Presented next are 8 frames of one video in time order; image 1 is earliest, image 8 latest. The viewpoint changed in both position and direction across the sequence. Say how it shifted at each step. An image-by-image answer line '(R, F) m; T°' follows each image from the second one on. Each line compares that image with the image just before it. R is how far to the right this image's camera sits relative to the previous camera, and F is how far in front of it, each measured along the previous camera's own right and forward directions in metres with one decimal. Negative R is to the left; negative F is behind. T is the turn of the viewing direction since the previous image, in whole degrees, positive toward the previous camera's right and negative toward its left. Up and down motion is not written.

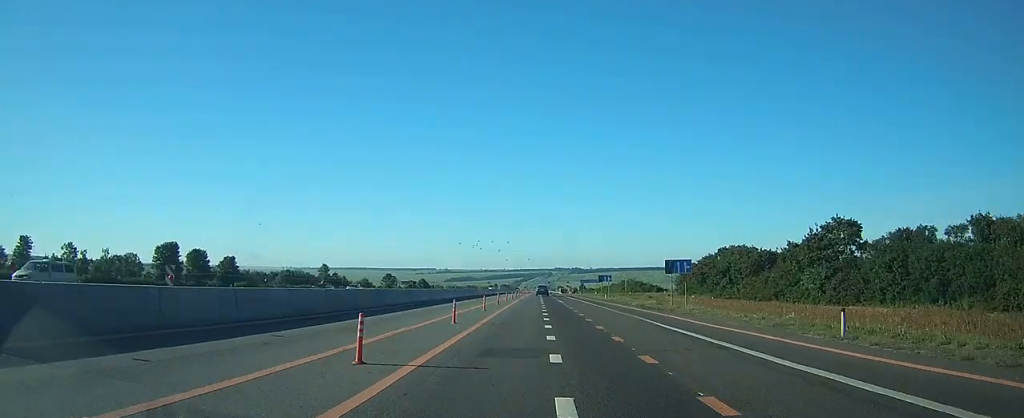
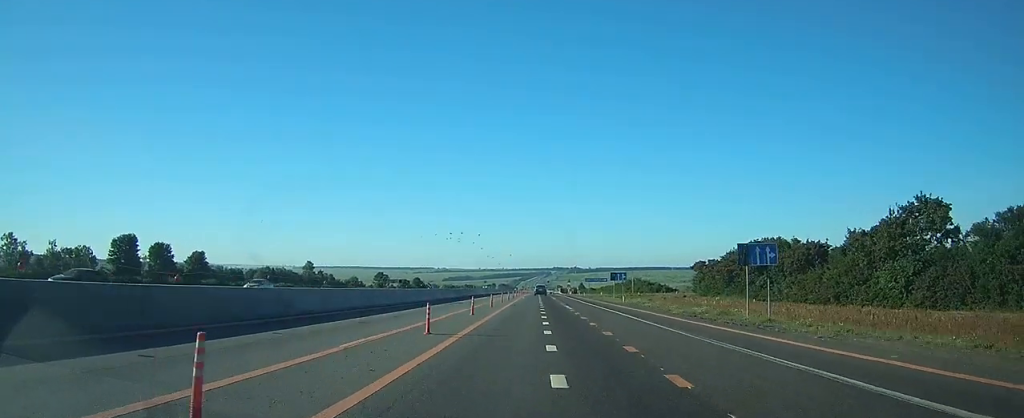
(0.0, +14.4) m; 0°
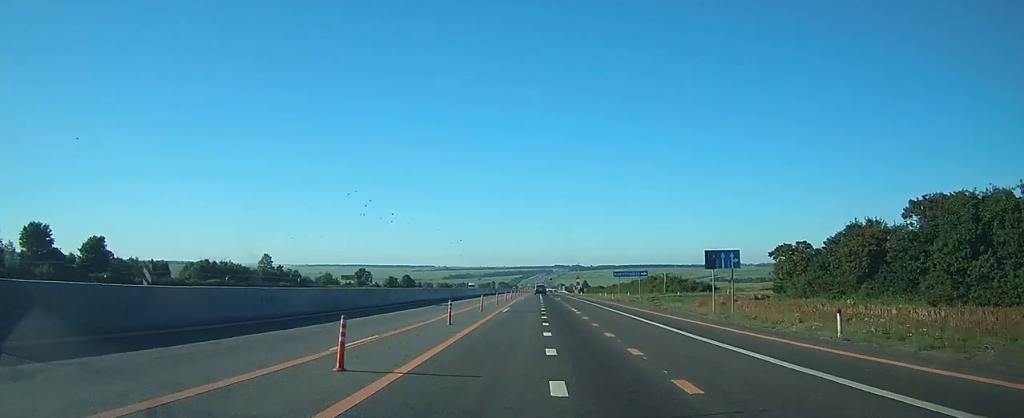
(-0.1, +36.8) m; 0°
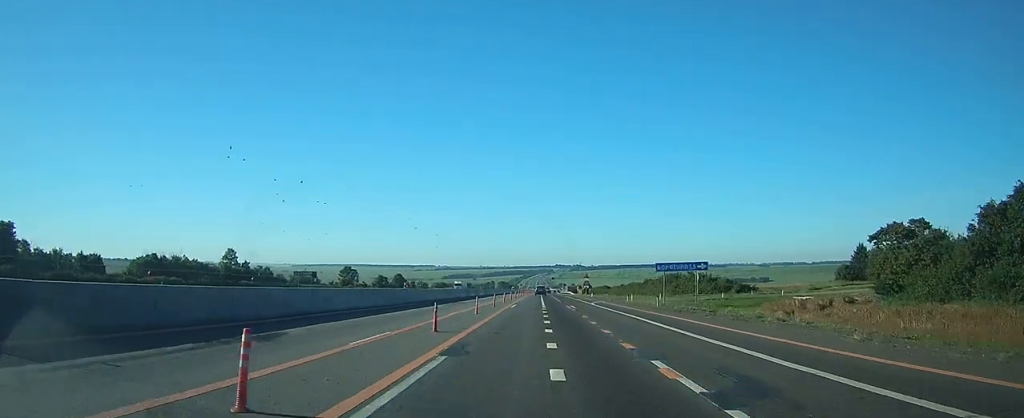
(0.0, +23.0) m; 0°
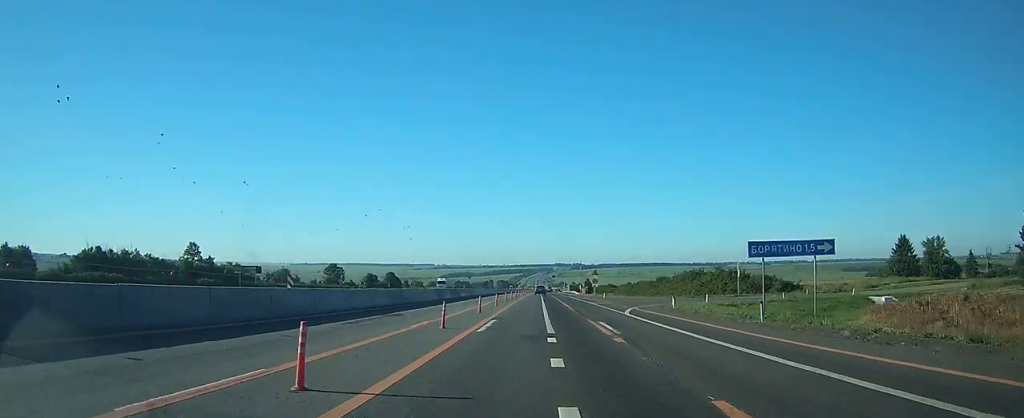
(0.0, +18.8) m; 0°
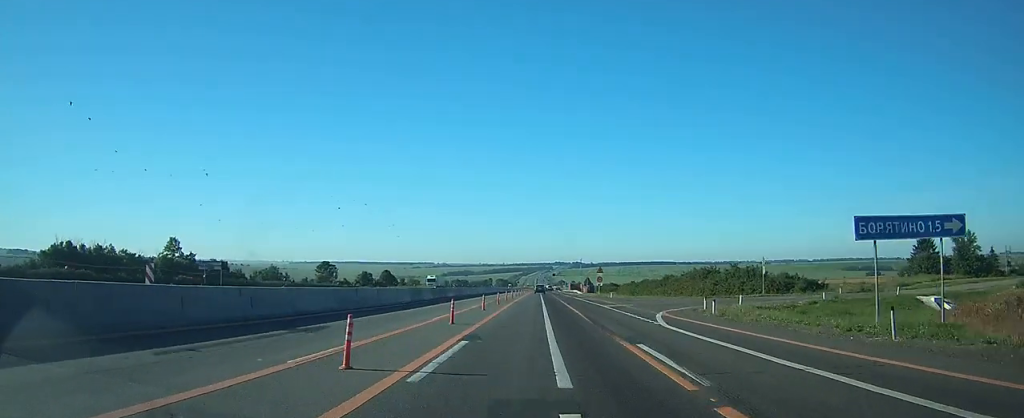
(0.0, +8.4) m; 0°
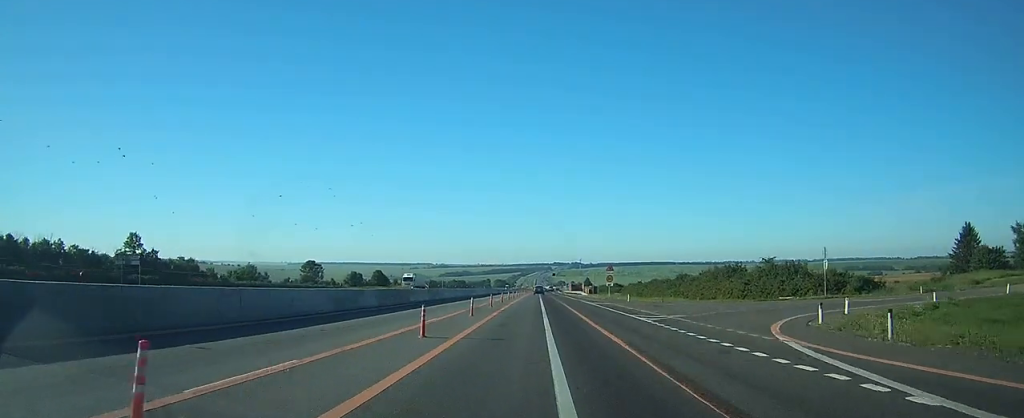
(0.0, +14.6) m; 0°
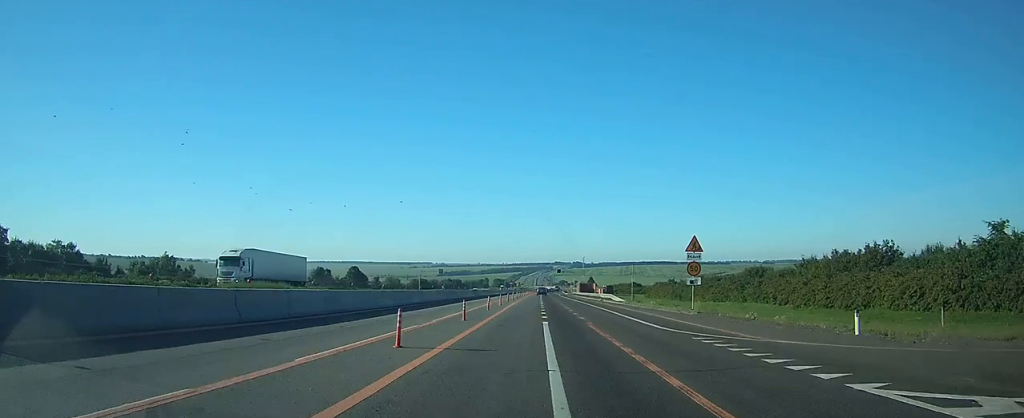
(-0.2, +42.2) m; 0°
